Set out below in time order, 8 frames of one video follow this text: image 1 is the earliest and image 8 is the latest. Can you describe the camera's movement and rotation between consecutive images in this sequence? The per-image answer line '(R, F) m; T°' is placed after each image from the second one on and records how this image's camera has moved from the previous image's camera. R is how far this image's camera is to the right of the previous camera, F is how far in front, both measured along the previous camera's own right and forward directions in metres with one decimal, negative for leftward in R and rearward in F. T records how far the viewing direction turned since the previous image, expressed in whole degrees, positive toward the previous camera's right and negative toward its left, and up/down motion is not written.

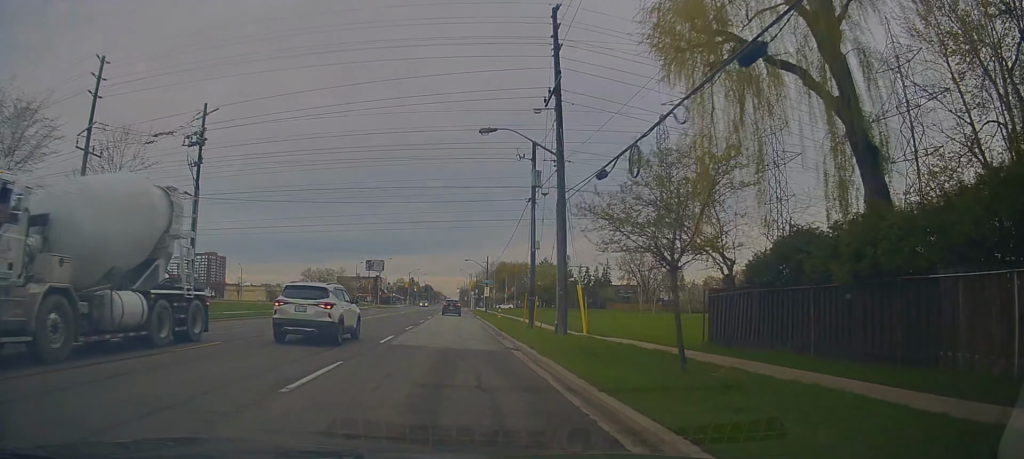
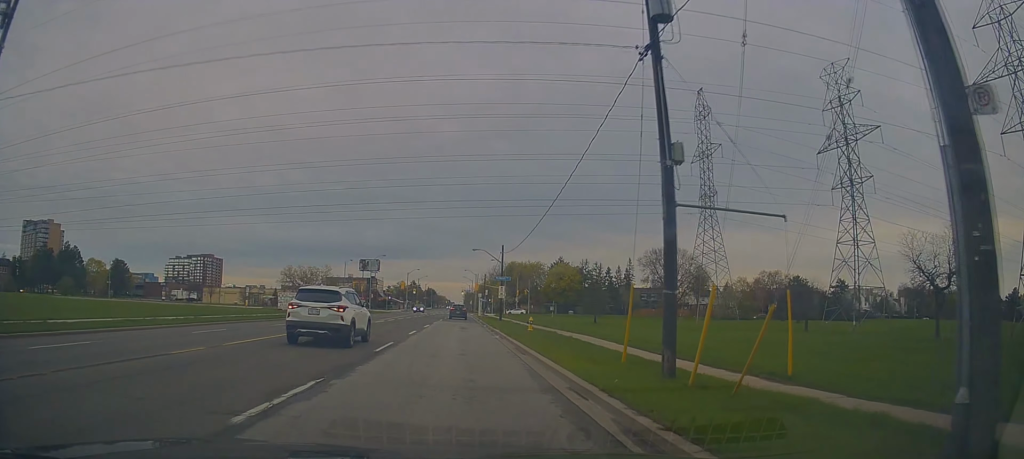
(-0.3, +19.4) m; -1°
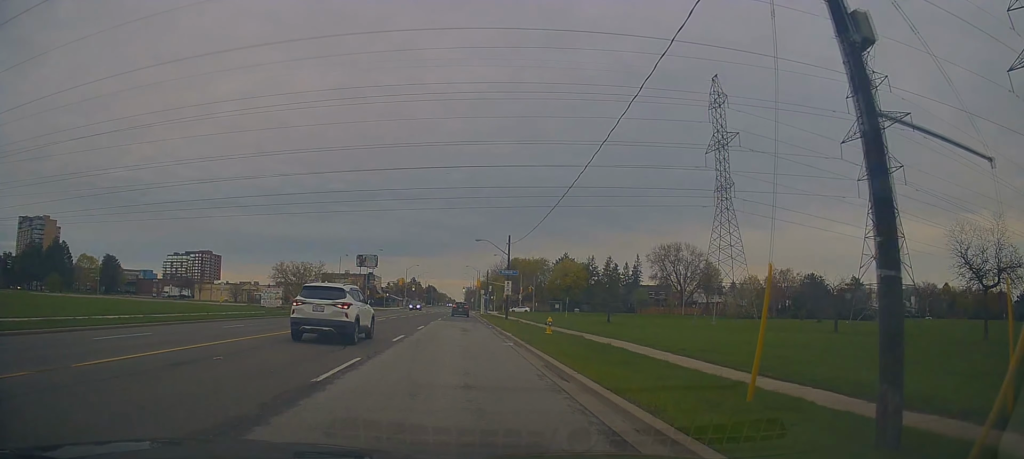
(+0.1, +6.0) m; 0°
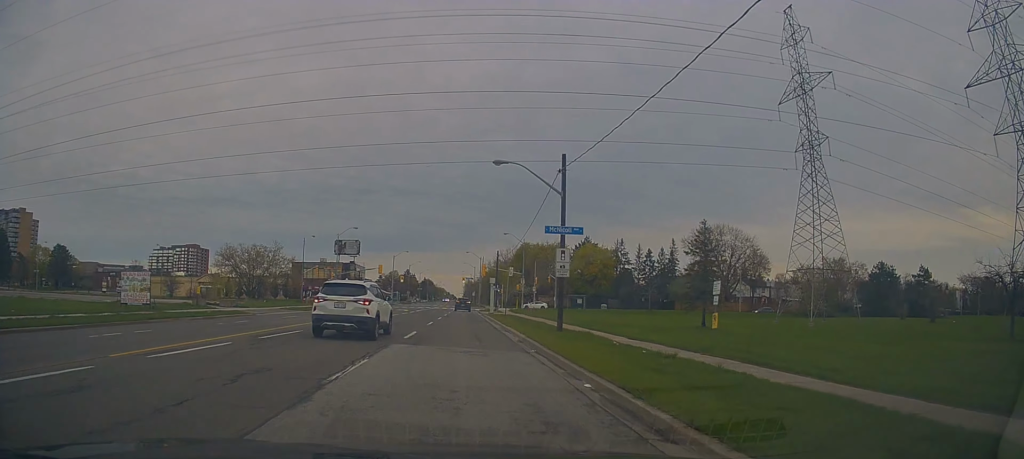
(-0.5, +27.4) m; 0°
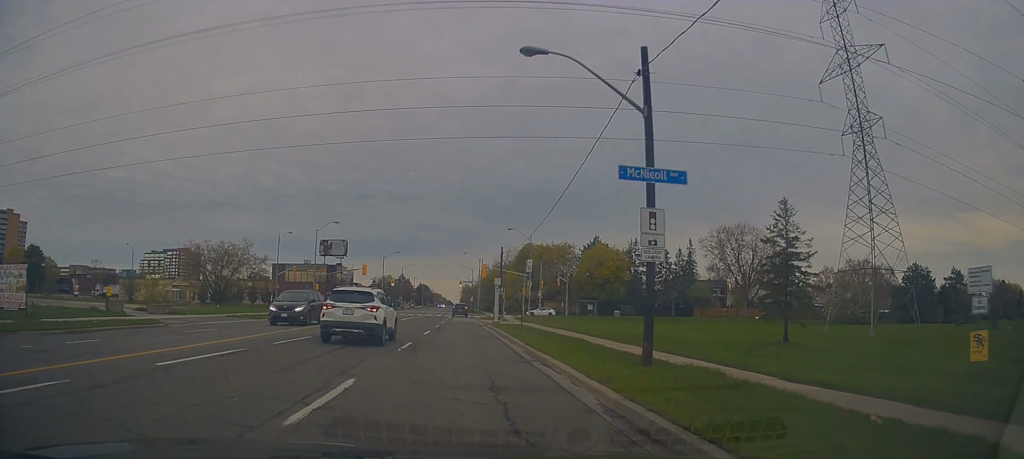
(+0.2, +12.0) m; +1°
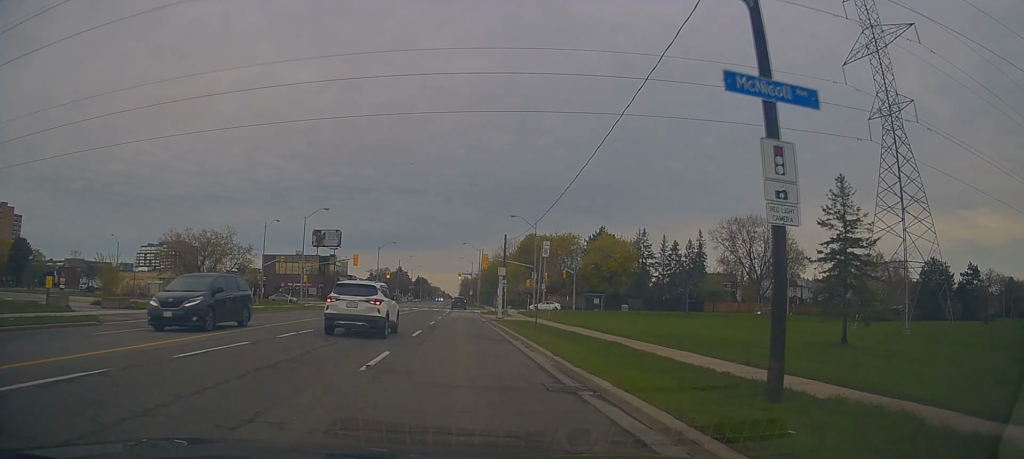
(+0.1, +5.6) m; +1°
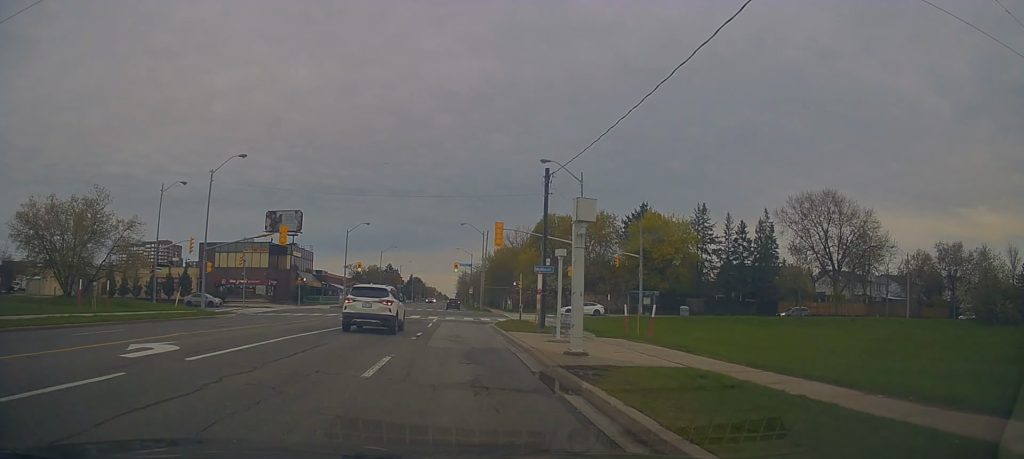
(-0.4, +27.6) m; -1°
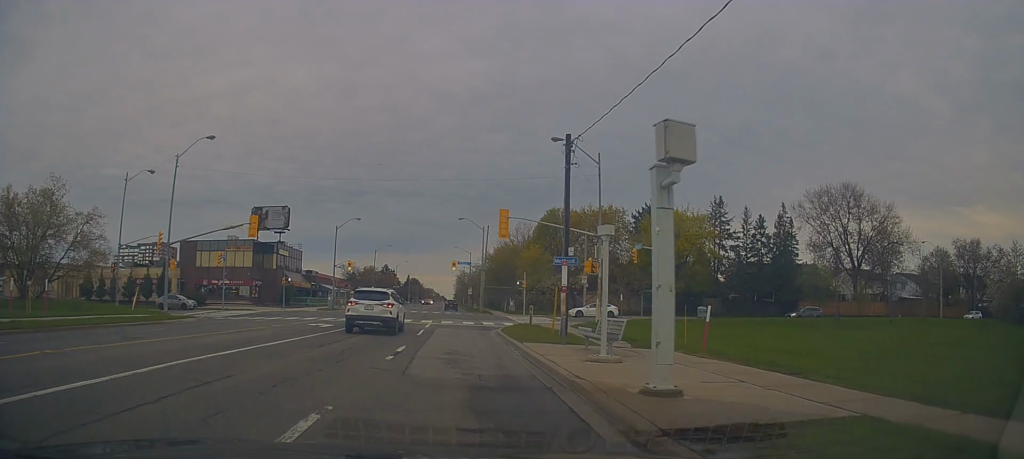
(0.0, +6.0) m; +1°
